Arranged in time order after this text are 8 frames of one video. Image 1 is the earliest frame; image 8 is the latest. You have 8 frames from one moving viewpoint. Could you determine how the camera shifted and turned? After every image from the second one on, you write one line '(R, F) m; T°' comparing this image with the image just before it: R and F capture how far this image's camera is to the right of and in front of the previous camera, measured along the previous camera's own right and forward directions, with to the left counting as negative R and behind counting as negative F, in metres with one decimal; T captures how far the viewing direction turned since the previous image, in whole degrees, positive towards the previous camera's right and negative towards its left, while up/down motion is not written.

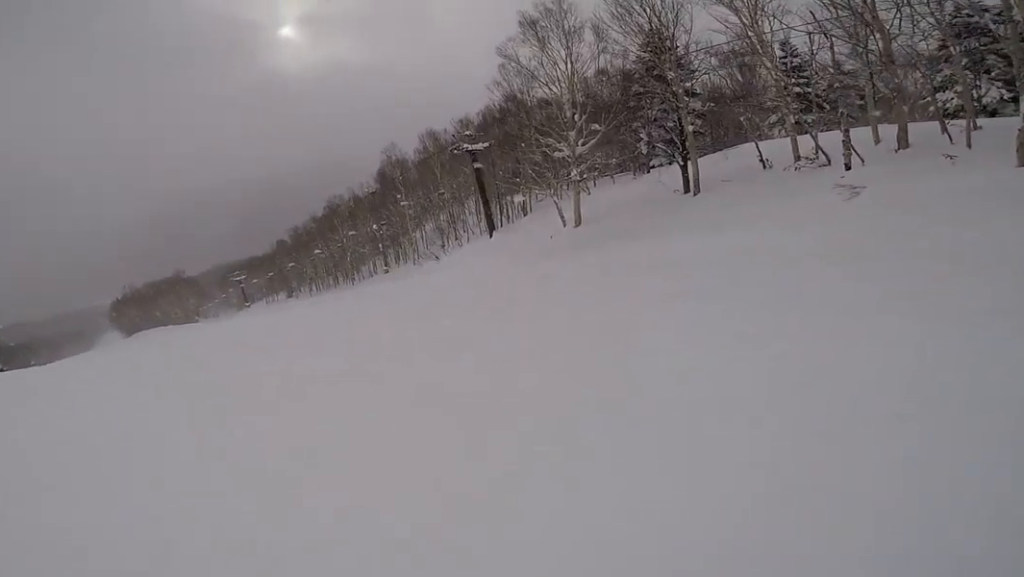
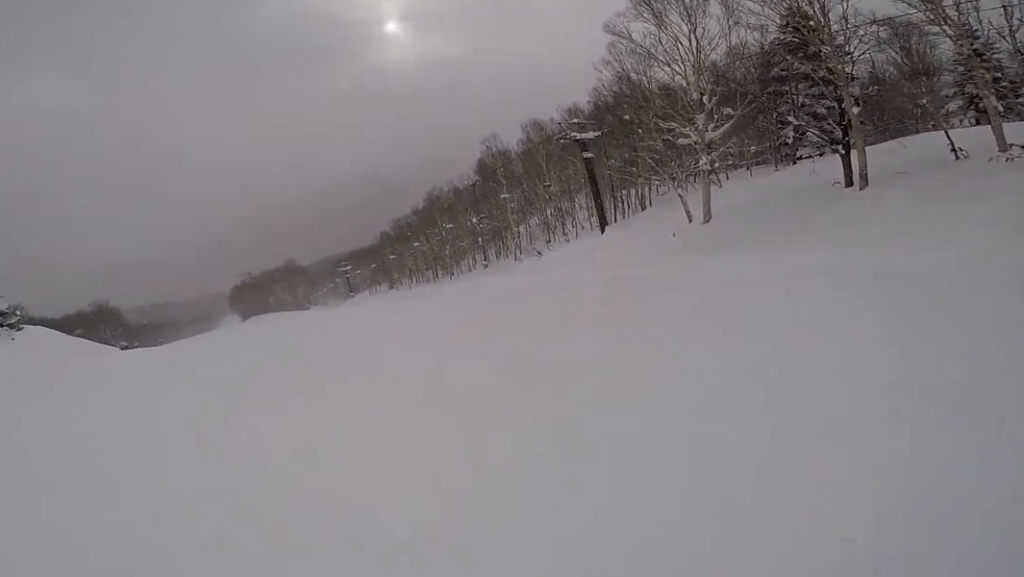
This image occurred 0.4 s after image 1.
(-0.1, +1.8) m; -5°
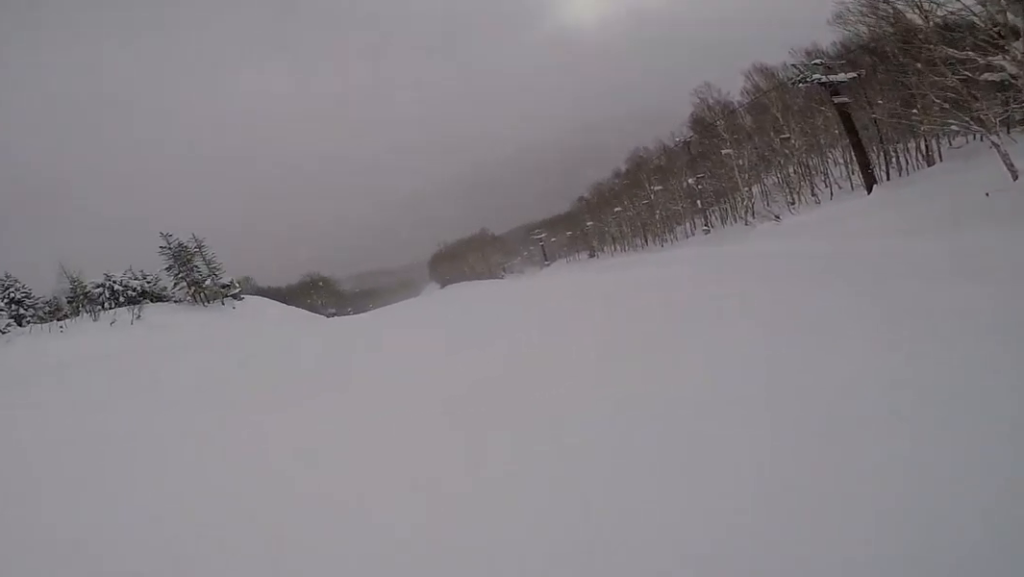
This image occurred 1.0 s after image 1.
(-0.2, +2.5) m; -8°
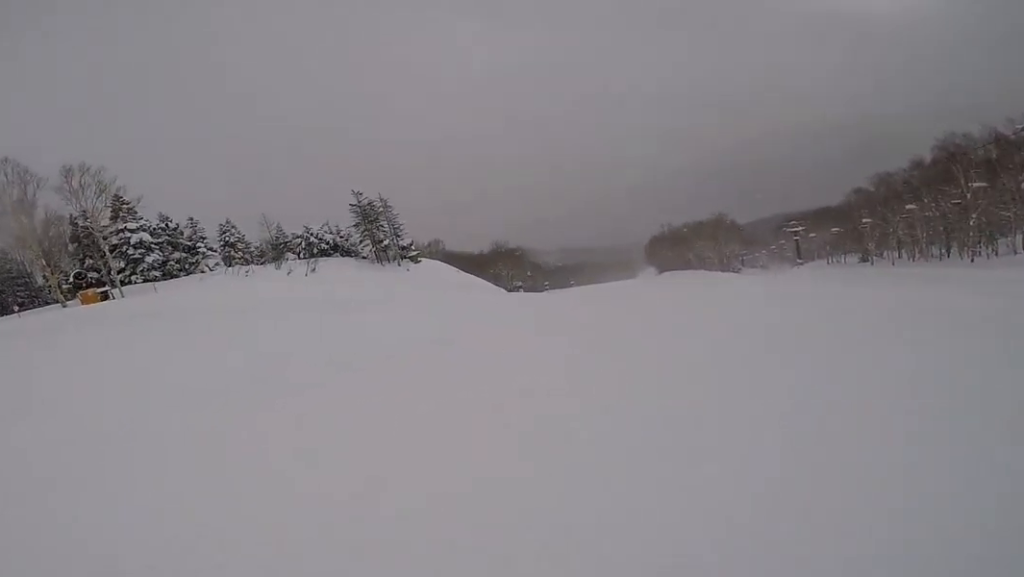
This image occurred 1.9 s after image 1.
(-0.5, +4.0) m; -15°
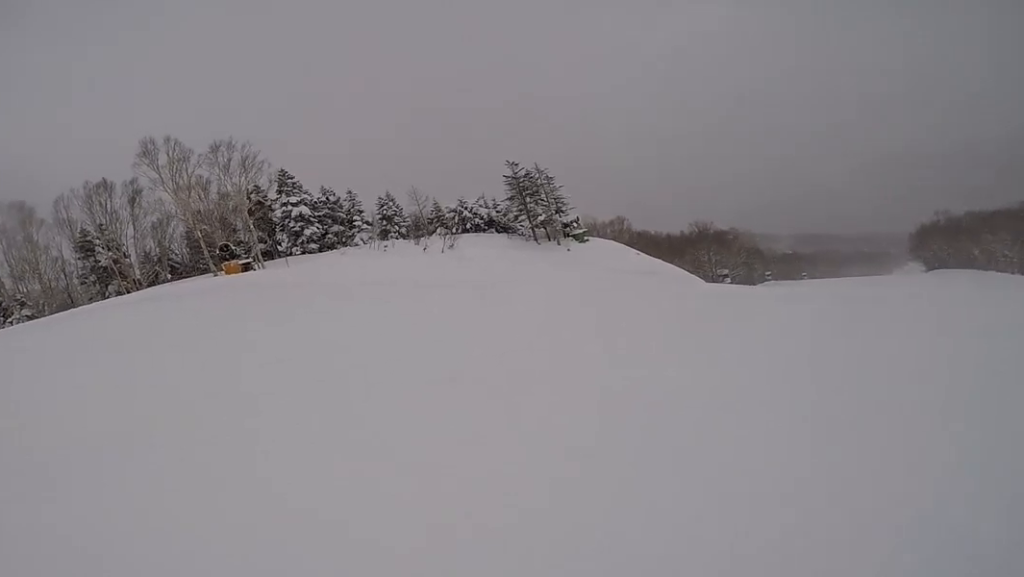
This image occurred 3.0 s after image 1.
(-0.9, +4.9) m; -23°
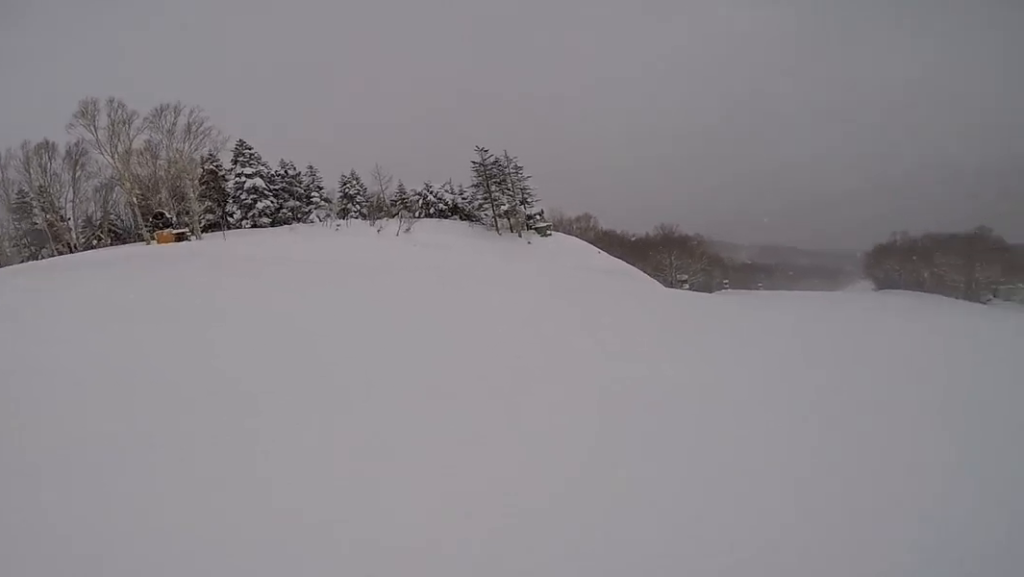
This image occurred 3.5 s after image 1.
(-0.2, +2.2) m; -9°
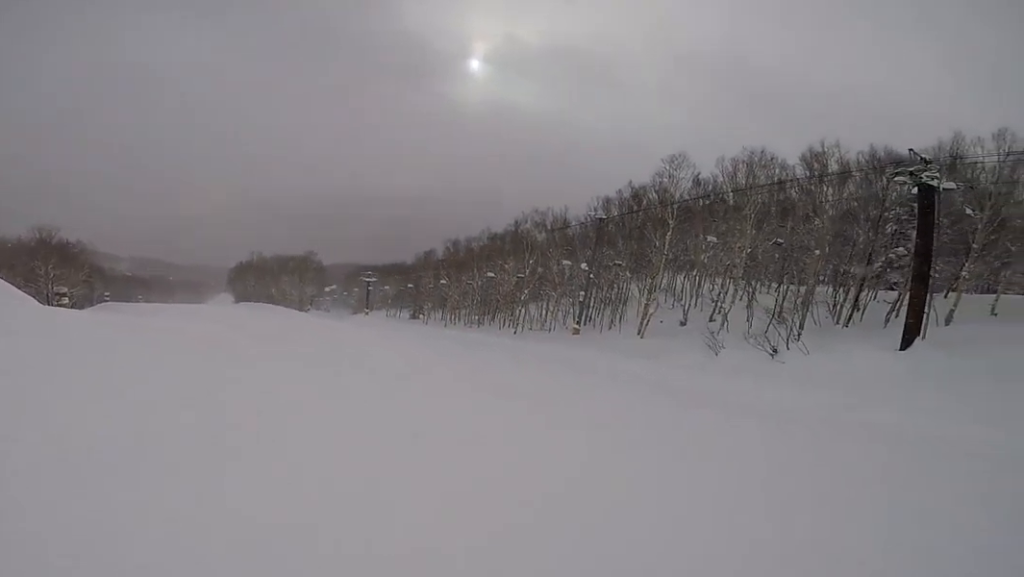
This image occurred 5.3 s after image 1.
(-1.4, +7.7) m; +9°
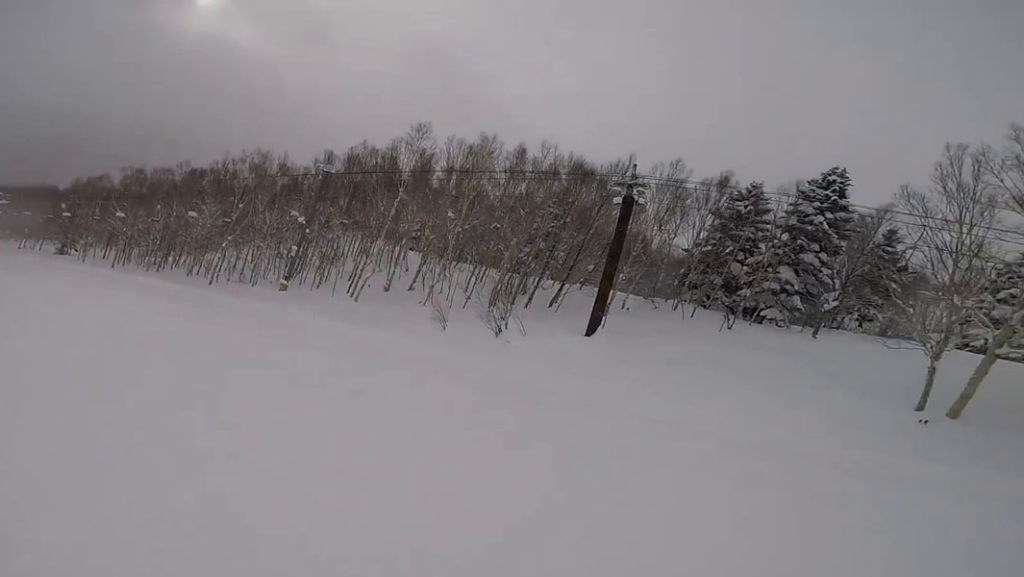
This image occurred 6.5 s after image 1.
(+1.8, +5.7) m; +21°
